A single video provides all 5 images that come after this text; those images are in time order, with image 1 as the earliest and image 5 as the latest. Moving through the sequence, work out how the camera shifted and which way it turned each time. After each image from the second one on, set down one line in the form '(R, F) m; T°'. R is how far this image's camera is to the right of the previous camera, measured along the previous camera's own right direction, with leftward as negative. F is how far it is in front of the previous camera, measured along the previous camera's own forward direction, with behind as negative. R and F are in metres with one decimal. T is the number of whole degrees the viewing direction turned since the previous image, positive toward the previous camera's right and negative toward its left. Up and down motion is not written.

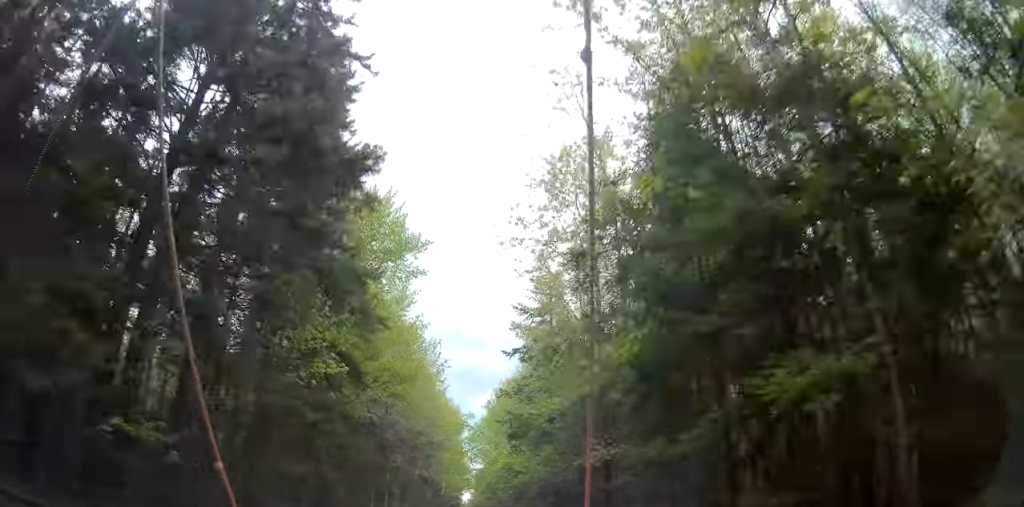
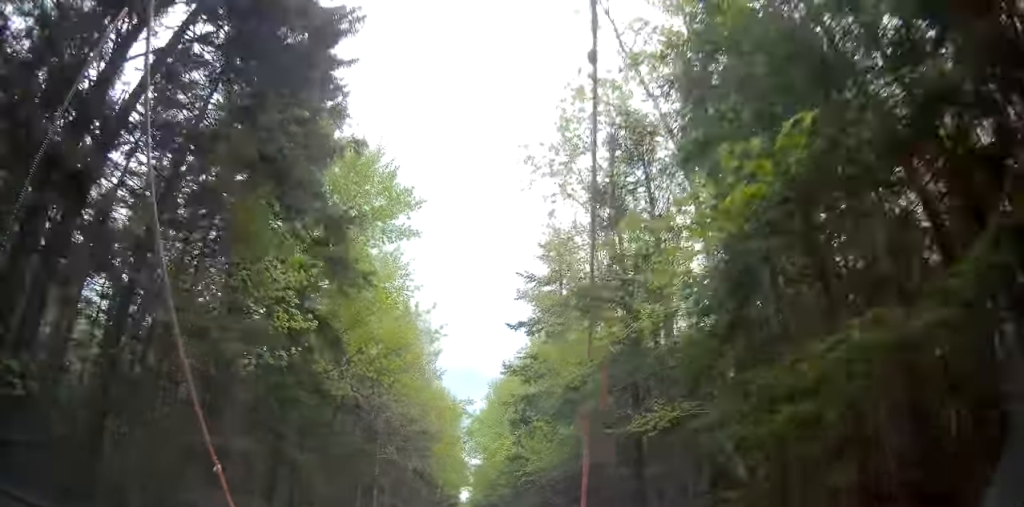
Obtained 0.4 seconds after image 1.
(+0.1, +3.7) m; +1°
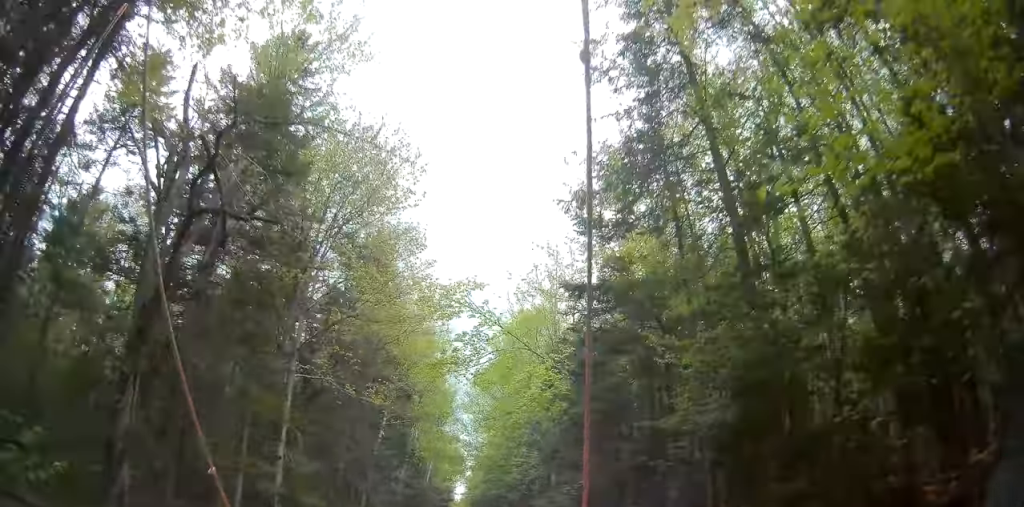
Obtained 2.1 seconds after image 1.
(+0.4, +16.1) m; +1°
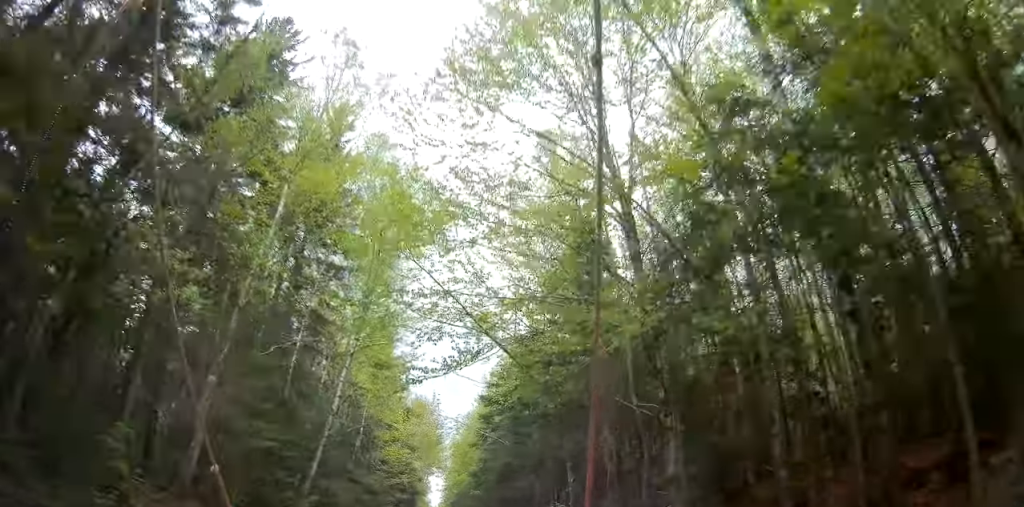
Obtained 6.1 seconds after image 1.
(+1.3, +35.7) m; +4°
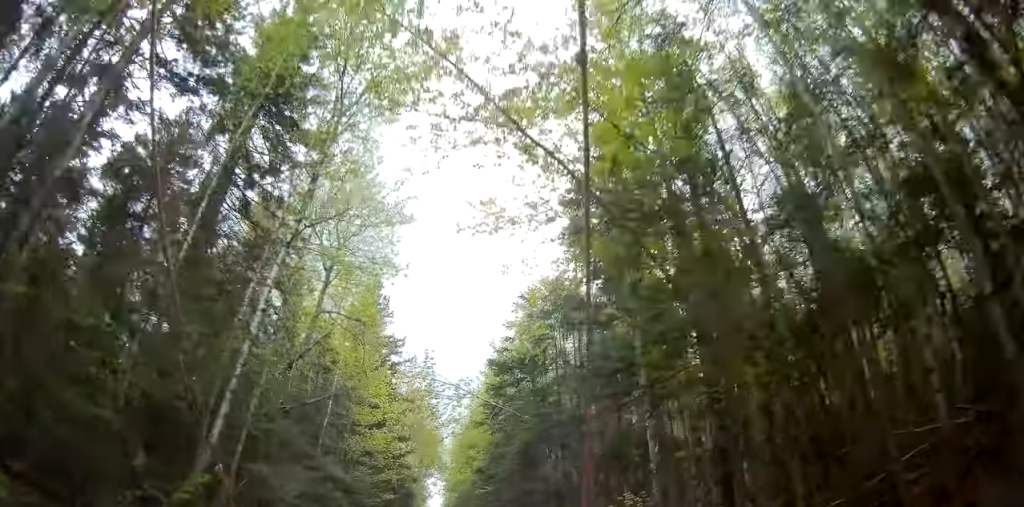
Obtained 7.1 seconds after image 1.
(0.0, +8.7) m; 0°
